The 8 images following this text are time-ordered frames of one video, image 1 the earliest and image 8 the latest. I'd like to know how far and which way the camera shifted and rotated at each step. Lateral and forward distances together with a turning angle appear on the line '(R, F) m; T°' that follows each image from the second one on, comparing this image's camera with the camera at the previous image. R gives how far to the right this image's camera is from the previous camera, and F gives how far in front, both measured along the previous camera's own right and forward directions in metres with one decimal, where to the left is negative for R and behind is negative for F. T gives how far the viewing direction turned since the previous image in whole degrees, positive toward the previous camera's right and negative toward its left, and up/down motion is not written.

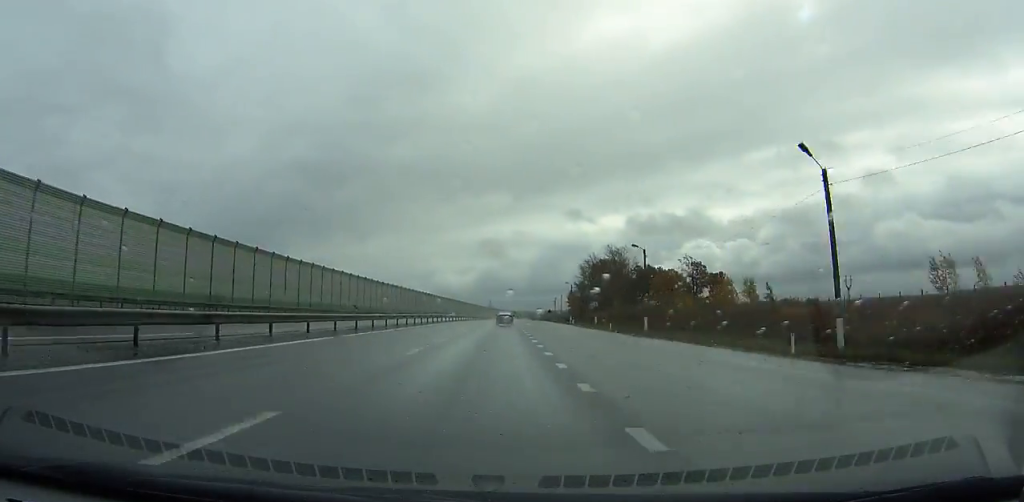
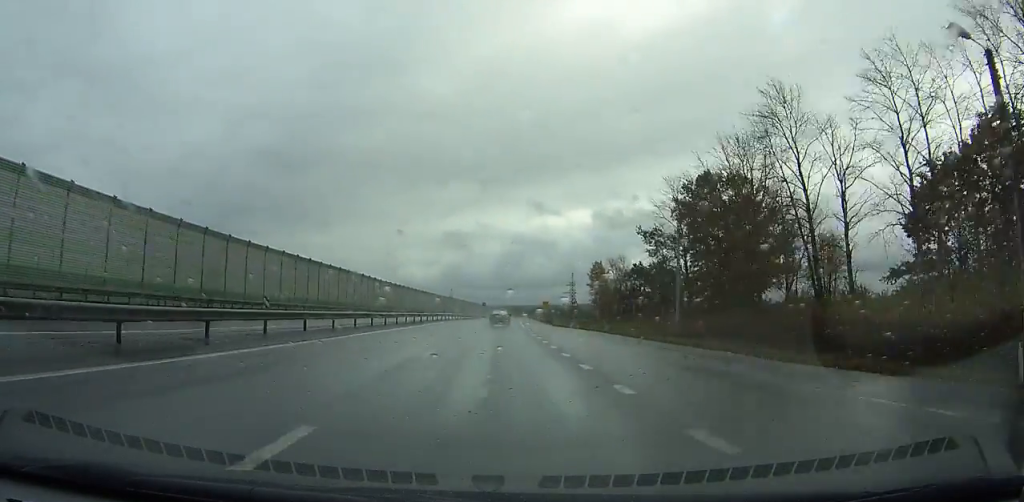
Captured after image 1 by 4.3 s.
(+3.4, +119.2) m; +3°
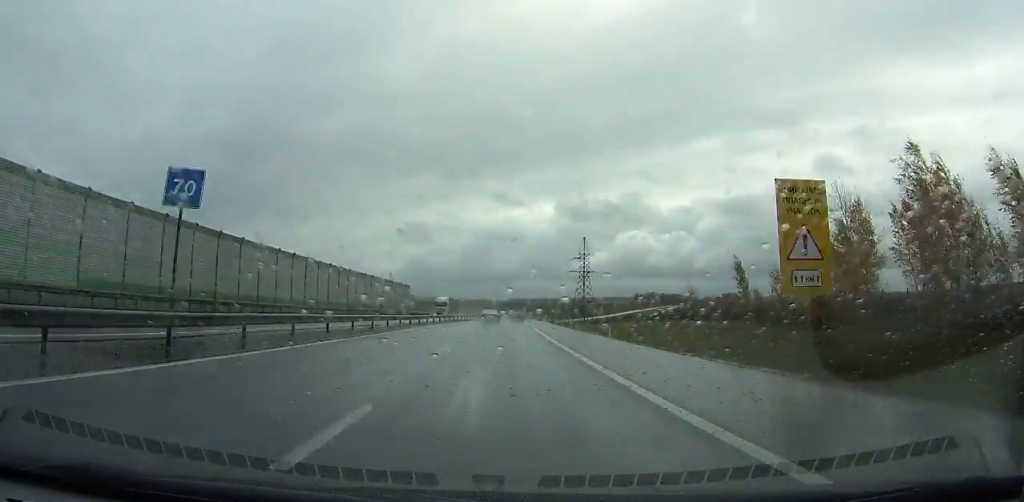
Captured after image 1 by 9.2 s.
(+3.6, +130.1) m; +4°
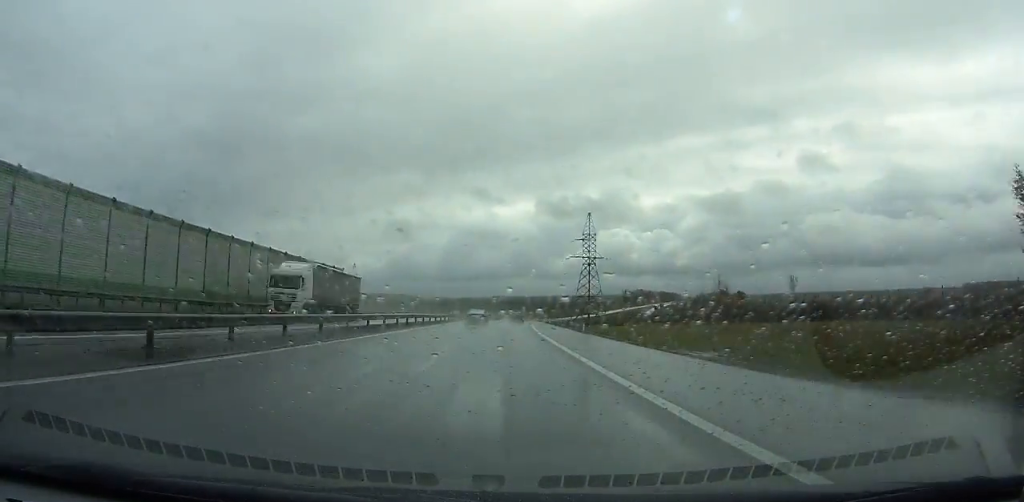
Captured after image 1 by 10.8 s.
(+0.6, +41.6) m; +2°
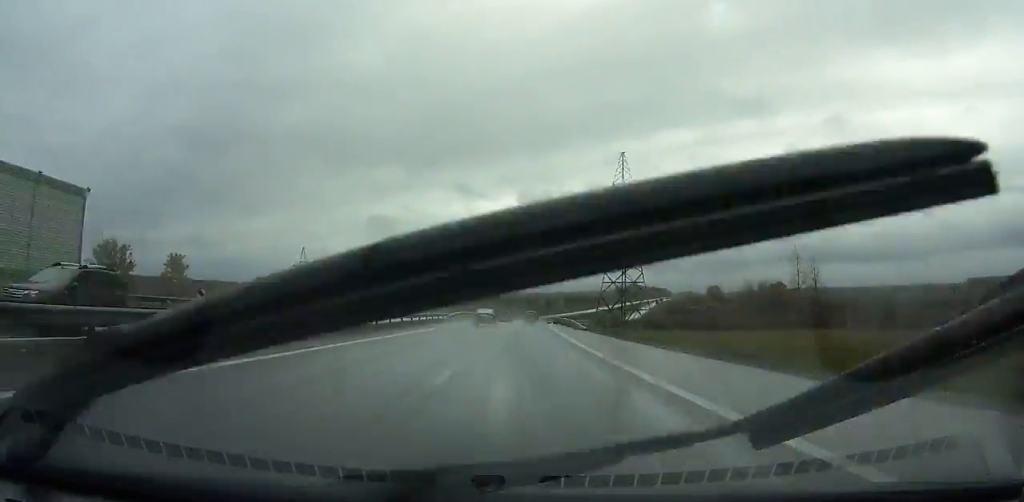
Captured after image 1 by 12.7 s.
(+0.3, +49.2) m; +2°
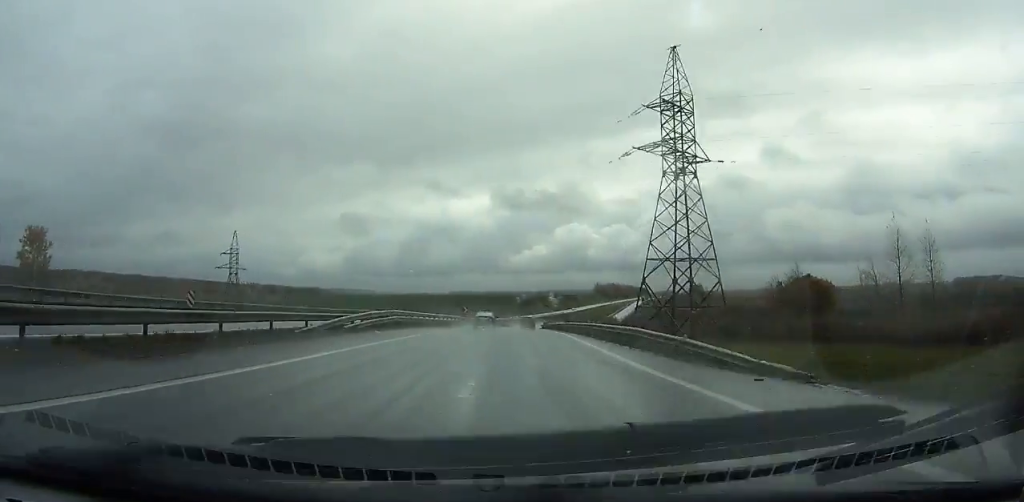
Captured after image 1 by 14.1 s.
(+1.0, +36.2) m; +1°
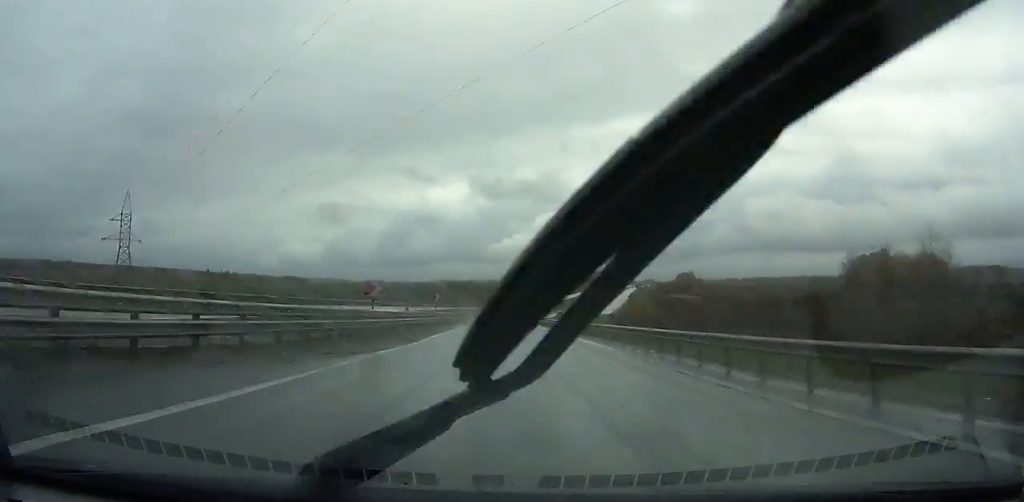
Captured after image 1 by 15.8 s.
(+0.3, +44.0) m; +2°
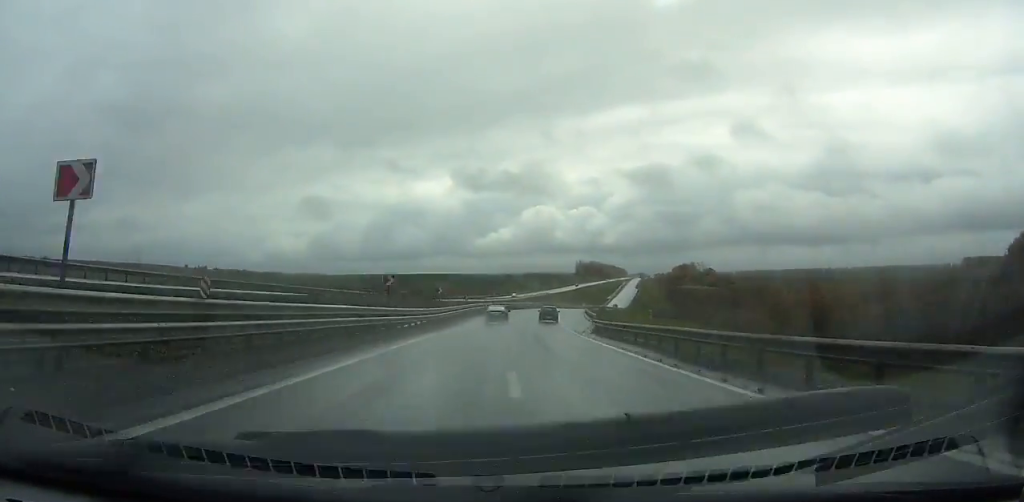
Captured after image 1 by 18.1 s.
(+1.4, +59.6) m; +3°
